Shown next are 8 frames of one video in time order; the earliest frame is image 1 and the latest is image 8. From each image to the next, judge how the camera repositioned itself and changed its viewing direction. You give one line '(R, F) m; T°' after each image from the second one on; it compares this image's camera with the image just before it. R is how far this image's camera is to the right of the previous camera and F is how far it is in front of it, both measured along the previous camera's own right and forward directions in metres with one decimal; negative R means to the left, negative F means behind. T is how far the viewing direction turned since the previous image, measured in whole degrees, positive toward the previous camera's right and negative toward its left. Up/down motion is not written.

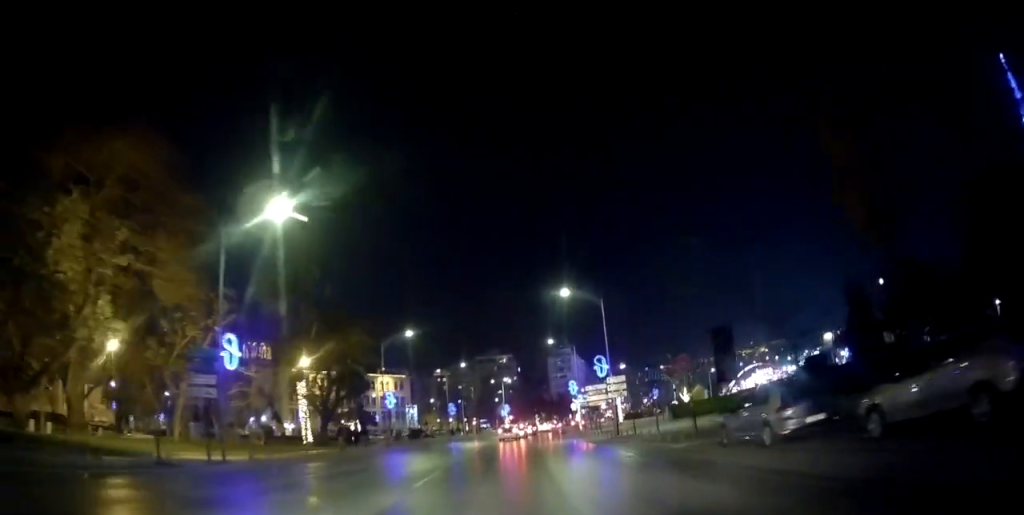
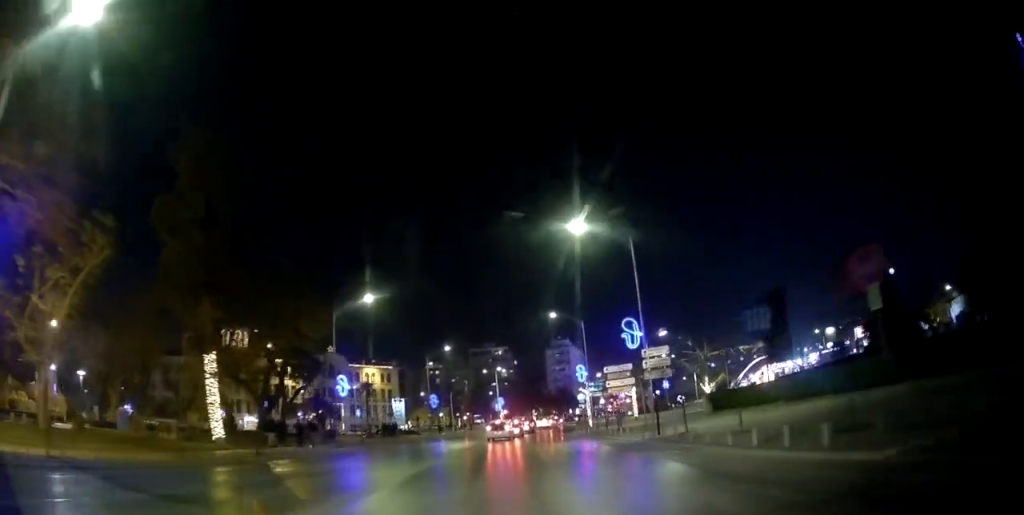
(0.0, +11.9) m; 0°
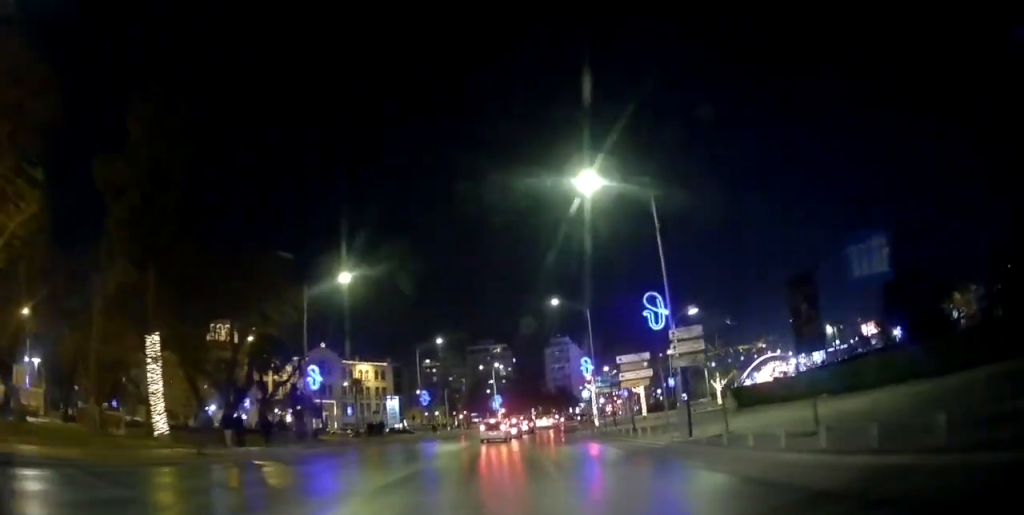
(0.0, +5.1) m; 0°
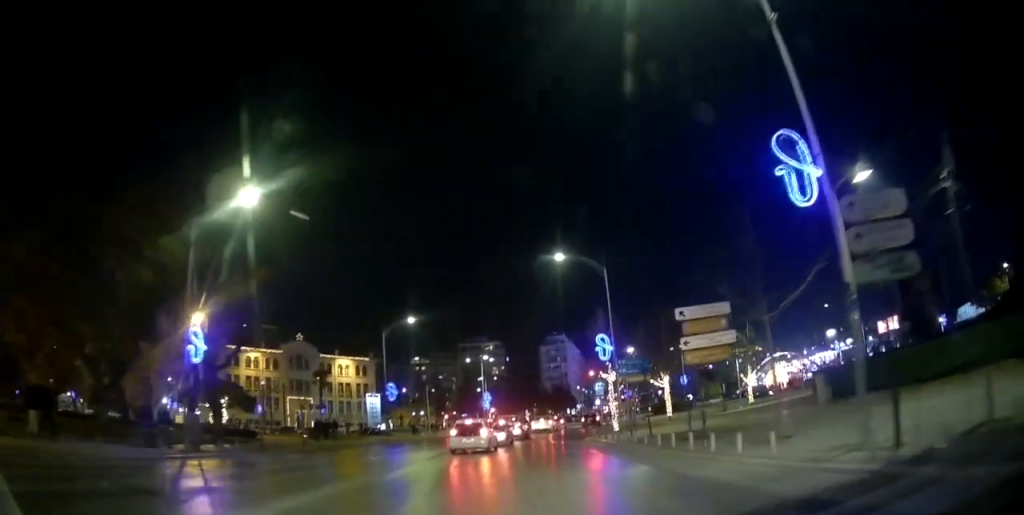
(-0.1, +11.9) m; 0°
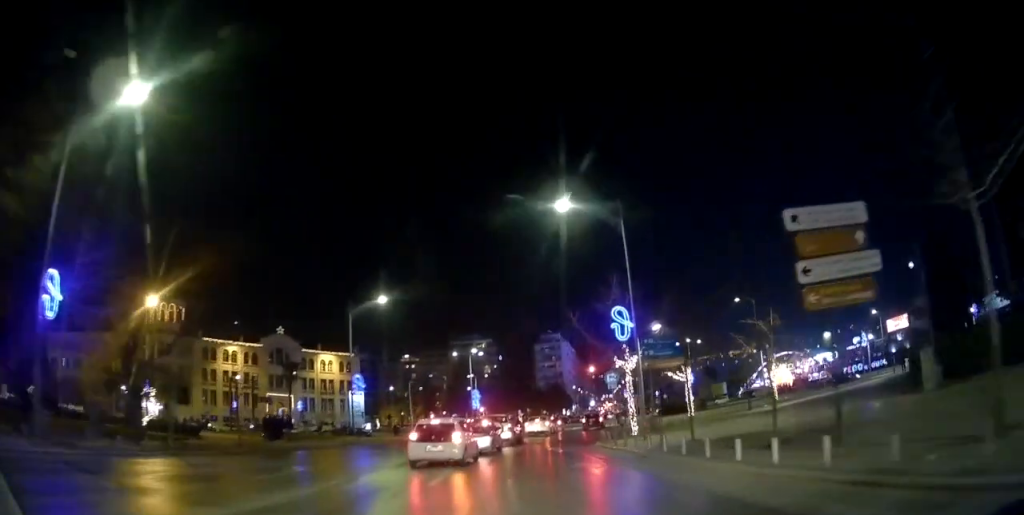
(-0.1, +7.7) m; +2°
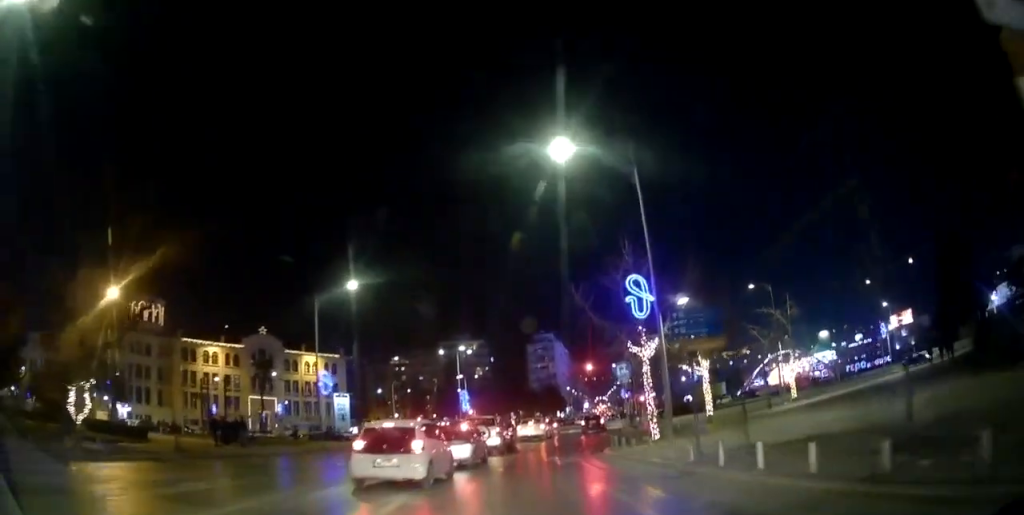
(+0.2, +5.0) m; +1°
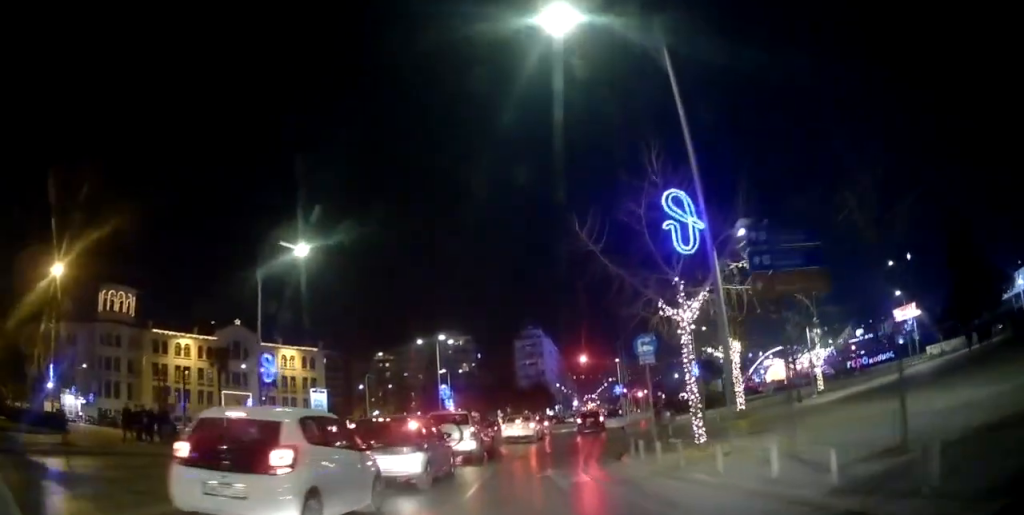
(+0.1, +6.4) m; +1°
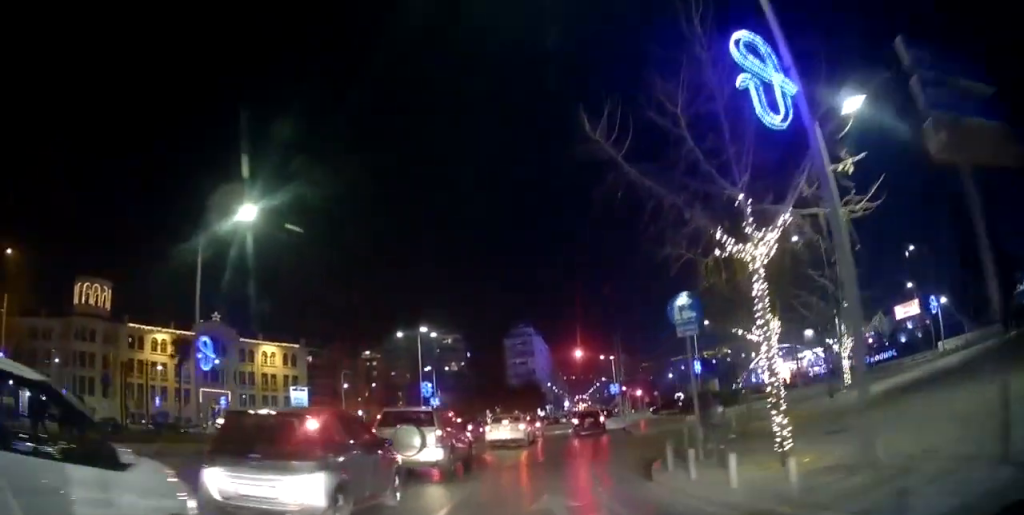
(0.0, +5.0) m; 0°
